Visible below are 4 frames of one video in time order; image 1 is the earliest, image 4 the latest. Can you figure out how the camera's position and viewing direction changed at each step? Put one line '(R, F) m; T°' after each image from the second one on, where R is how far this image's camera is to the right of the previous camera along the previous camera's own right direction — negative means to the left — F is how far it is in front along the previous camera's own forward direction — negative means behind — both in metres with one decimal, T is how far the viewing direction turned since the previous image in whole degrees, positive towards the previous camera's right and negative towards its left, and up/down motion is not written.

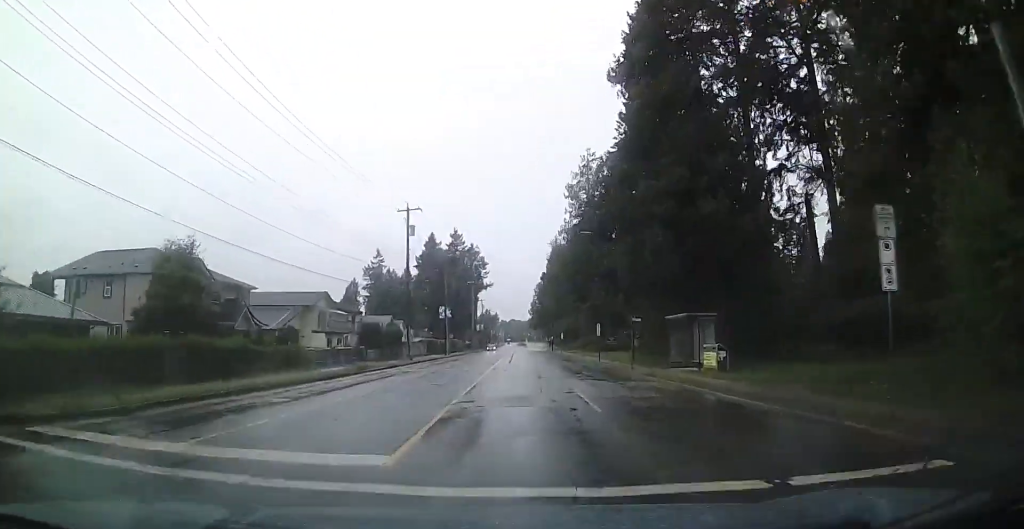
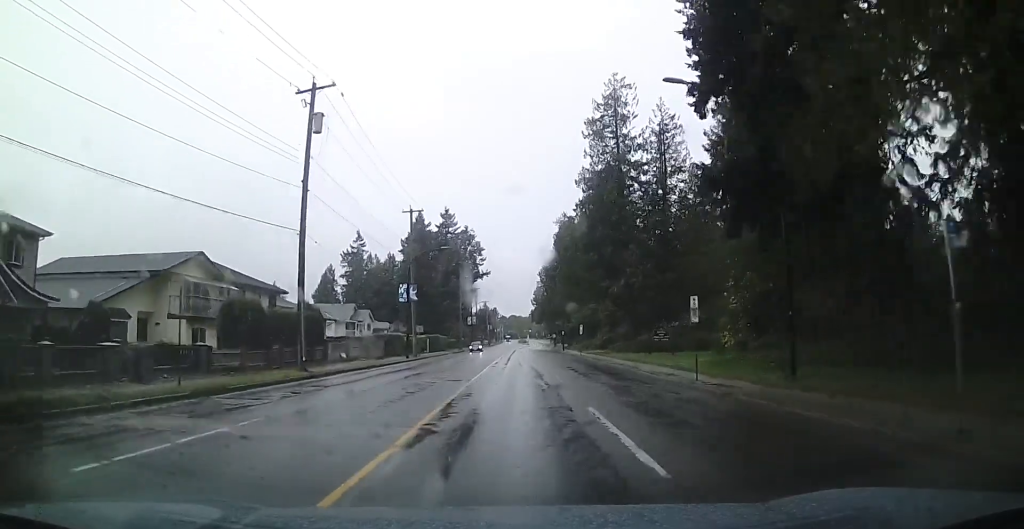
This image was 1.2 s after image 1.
(+0.1, +24.5) m; 0°
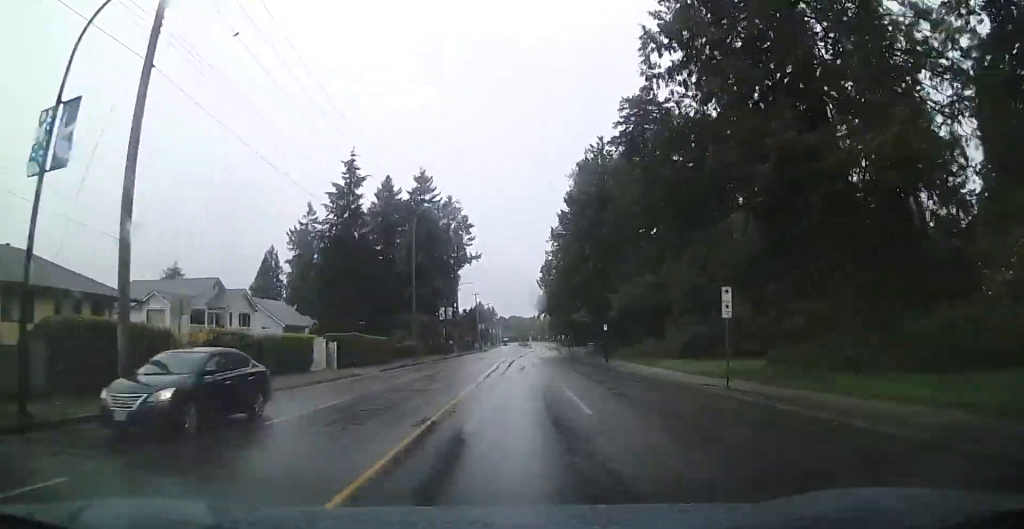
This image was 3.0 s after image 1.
(-0.9, +39.2) m; -2°
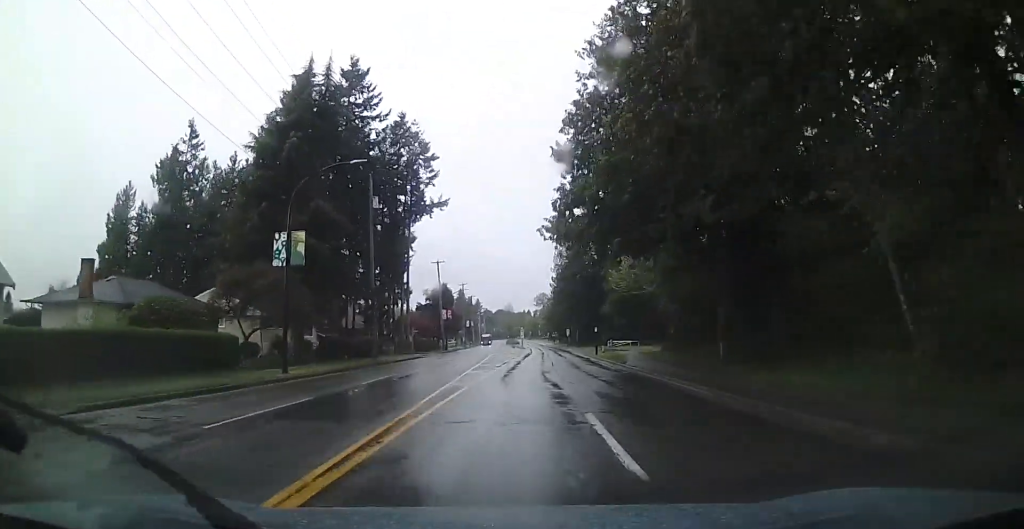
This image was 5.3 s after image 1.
(+0.9, +47.4) m; +2°
